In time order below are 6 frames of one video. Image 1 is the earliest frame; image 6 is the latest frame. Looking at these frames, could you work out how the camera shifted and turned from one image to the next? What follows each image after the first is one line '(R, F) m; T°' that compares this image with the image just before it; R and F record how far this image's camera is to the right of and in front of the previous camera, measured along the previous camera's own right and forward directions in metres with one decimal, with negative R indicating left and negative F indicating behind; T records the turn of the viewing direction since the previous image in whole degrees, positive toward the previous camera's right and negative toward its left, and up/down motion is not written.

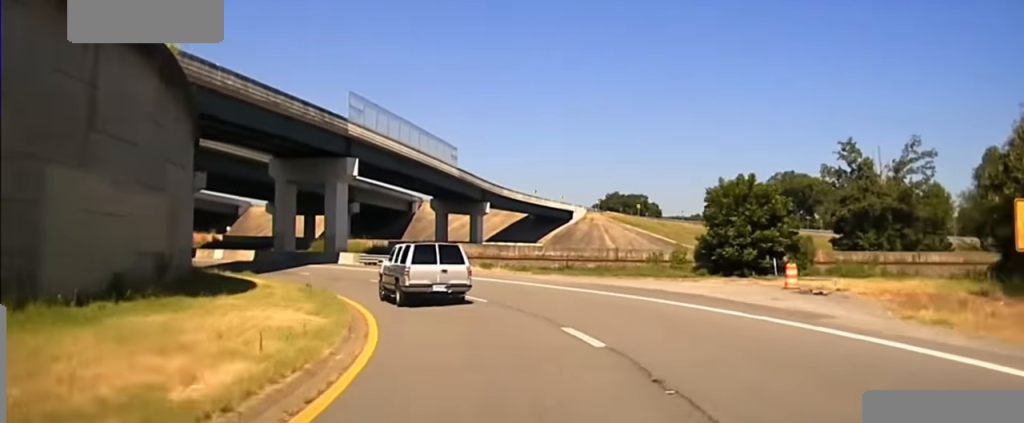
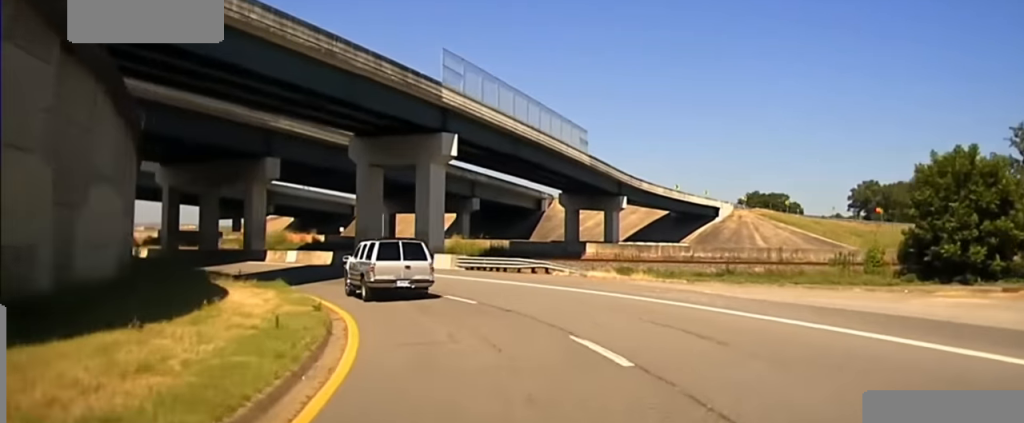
(-0.8, +18.8) m; -7°
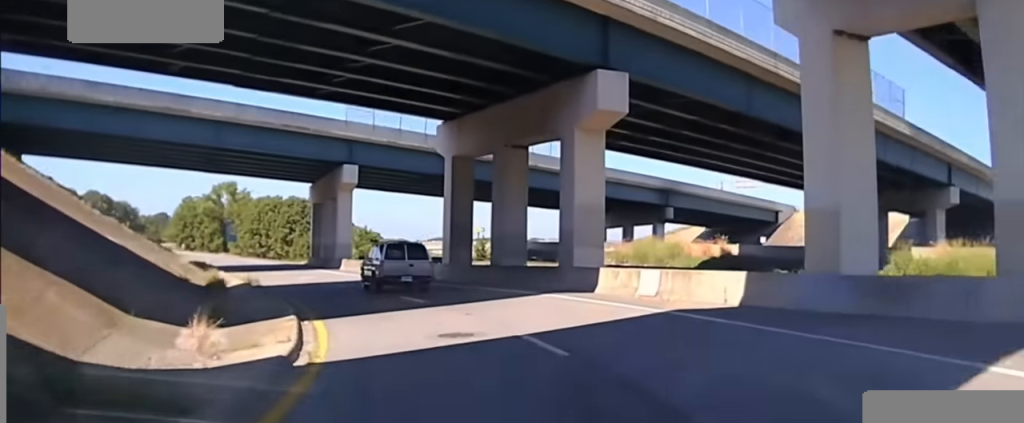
(-7.5, +37.1) m; -31°
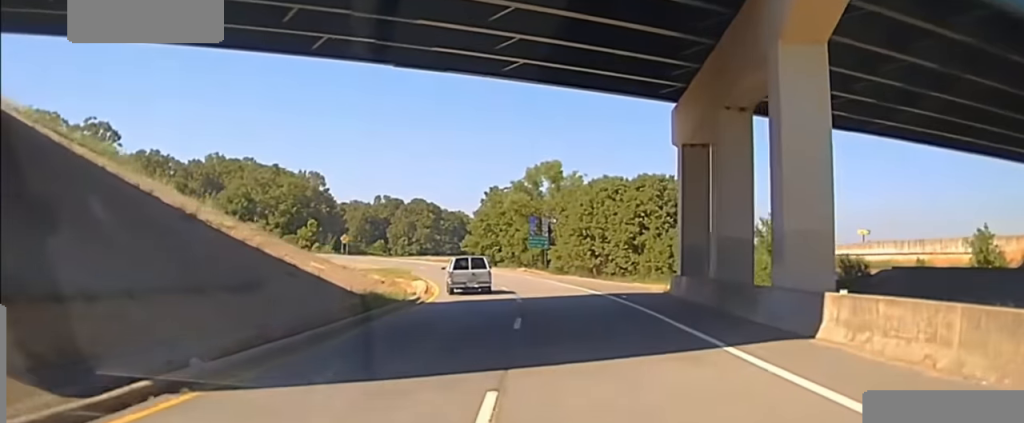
(-12.0, +49.4) m; -22°
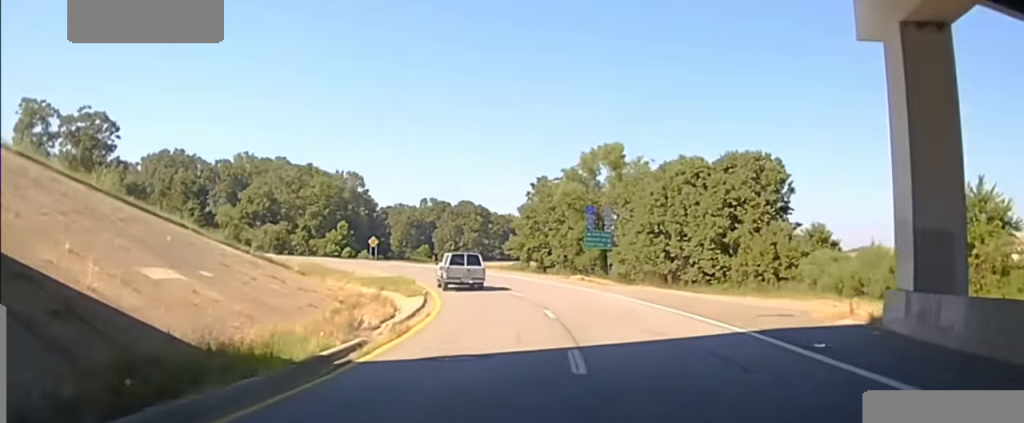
(-1.2, +16.7) m; -6°
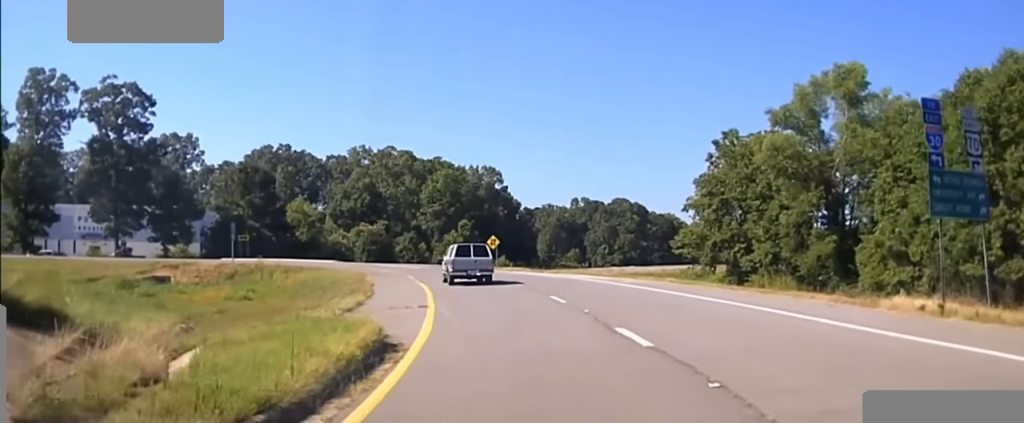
(-1.4, +26.7) m; -7°
